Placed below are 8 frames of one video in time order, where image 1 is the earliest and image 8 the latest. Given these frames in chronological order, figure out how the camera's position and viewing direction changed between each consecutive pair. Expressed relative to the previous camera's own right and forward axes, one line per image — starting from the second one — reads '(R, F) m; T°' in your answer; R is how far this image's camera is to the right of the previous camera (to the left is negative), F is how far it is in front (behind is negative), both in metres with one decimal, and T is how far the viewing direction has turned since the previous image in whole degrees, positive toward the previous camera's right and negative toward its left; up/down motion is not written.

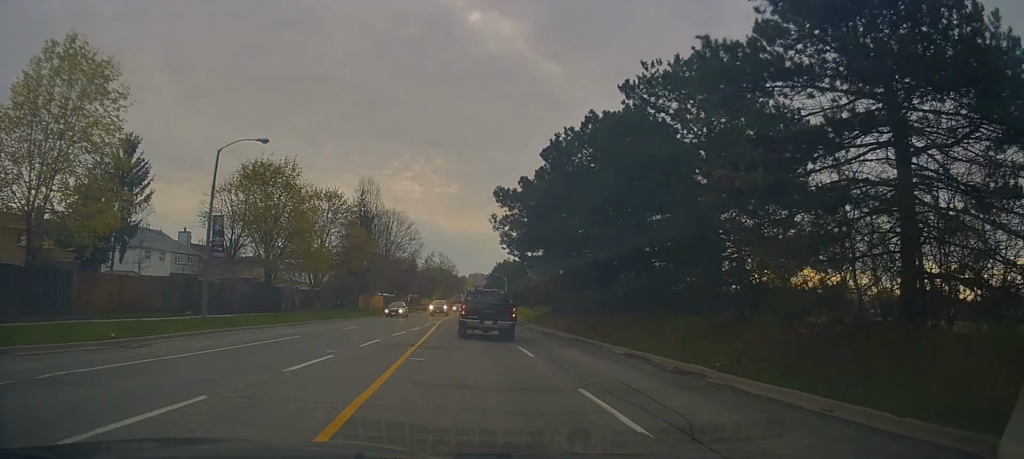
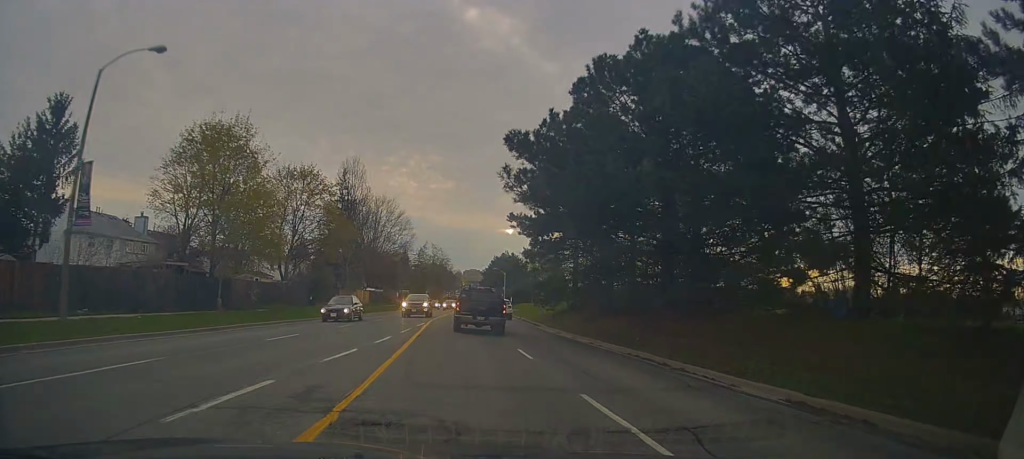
(0.0, +8.3) m; 0°
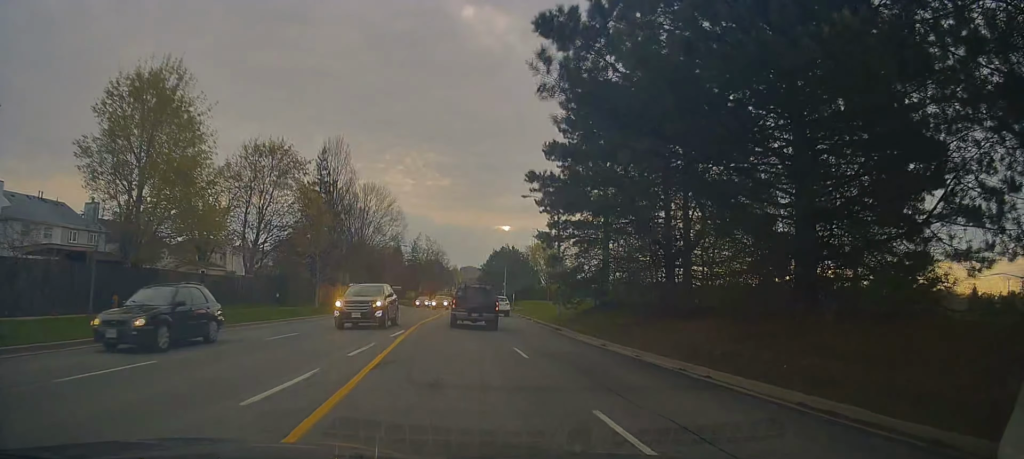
(0.0, +8.9) m; 0°
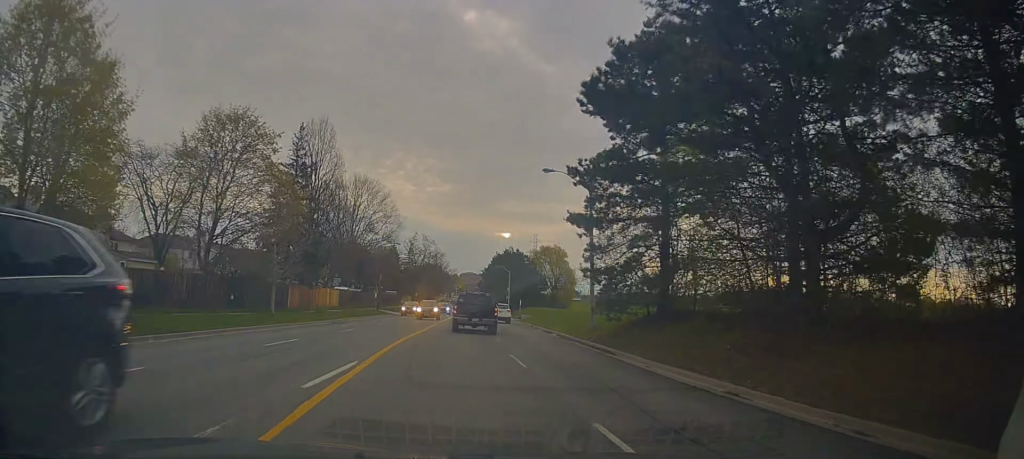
(0.0, +8.1) m; 0°
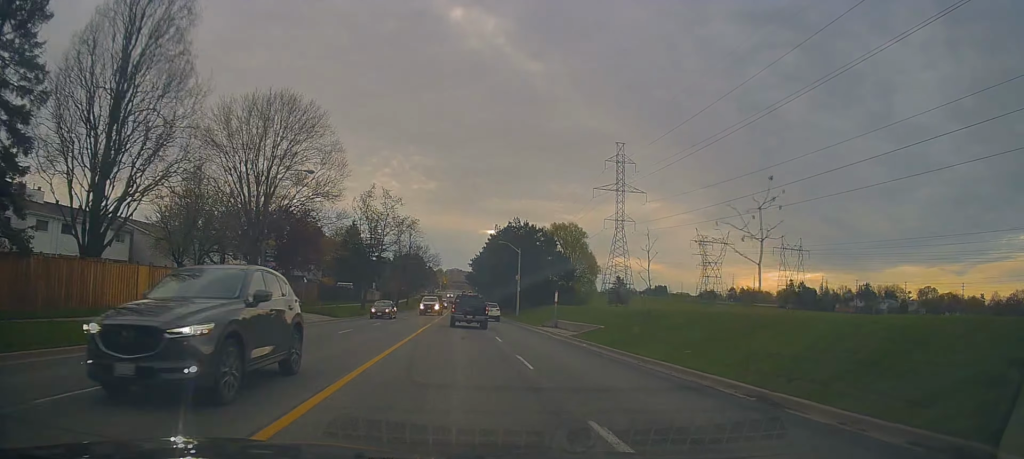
(+0.3, +33.8) m; +2°
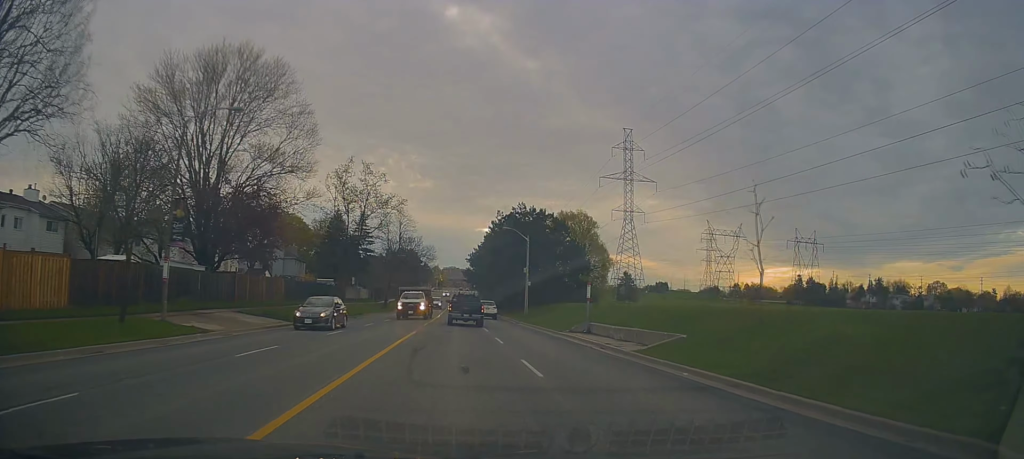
(+0.1, +11.4) m; 0°
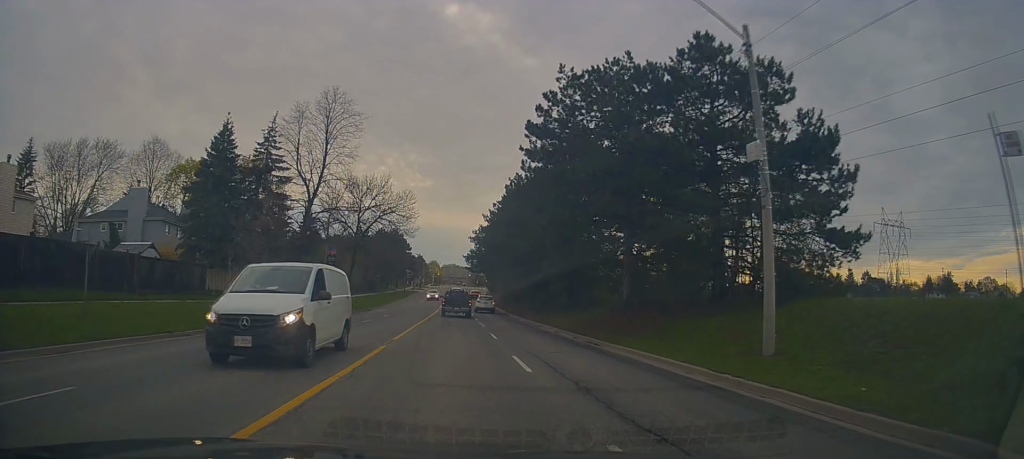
(+0.3, +43.2) m; +1°
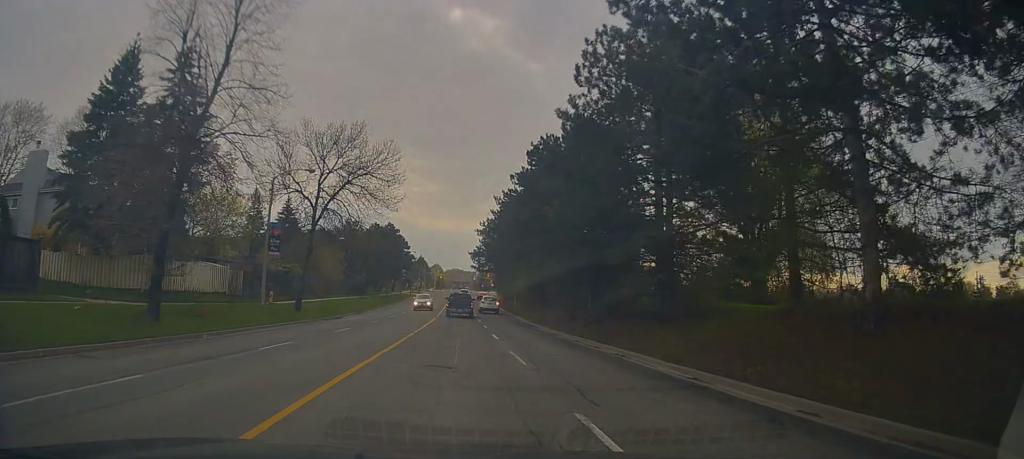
(0.0, +16.8) m; 0°
